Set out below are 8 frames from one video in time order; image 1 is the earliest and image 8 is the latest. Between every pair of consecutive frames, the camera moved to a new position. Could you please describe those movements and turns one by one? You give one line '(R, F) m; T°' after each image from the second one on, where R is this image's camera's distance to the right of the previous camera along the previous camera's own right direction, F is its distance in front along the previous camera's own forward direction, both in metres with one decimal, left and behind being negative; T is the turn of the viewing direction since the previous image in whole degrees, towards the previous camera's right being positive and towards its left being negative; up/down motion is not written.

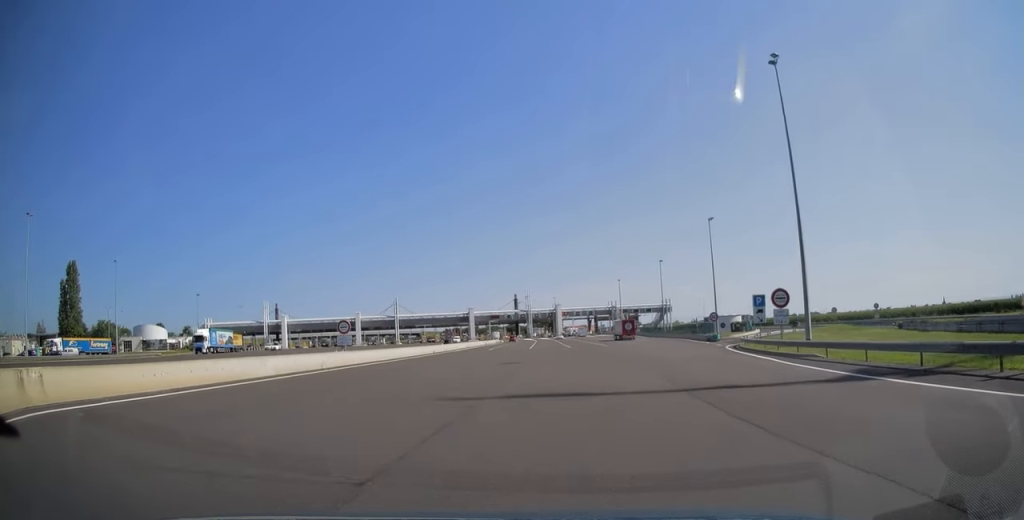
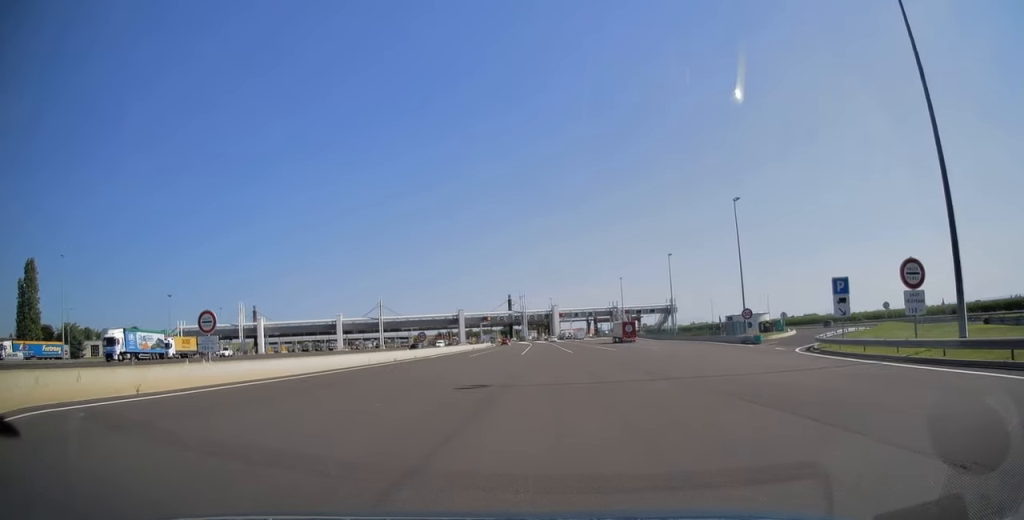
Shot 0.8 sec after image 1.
(+0.1, +15.8) m; 0°
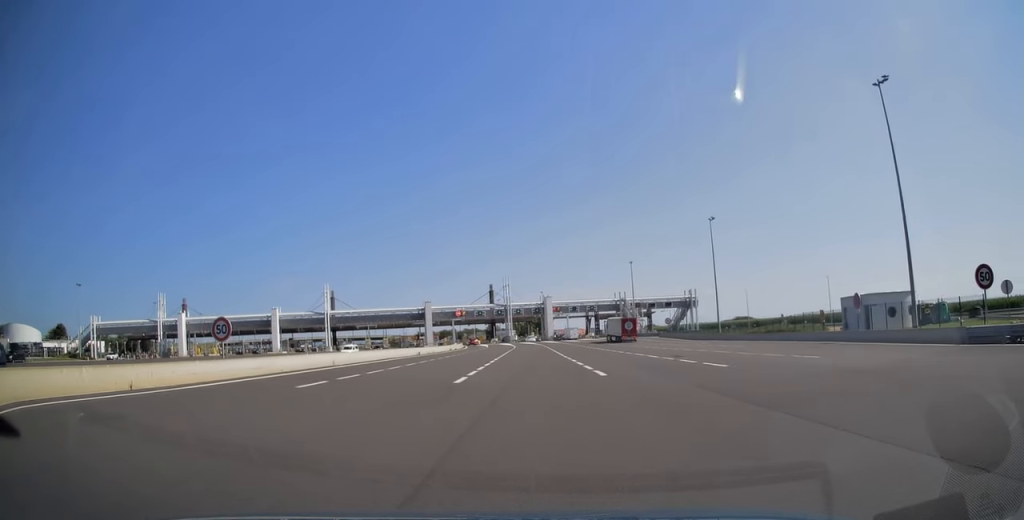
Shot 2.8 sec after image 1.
(+0.2, +41.0) m; 0°
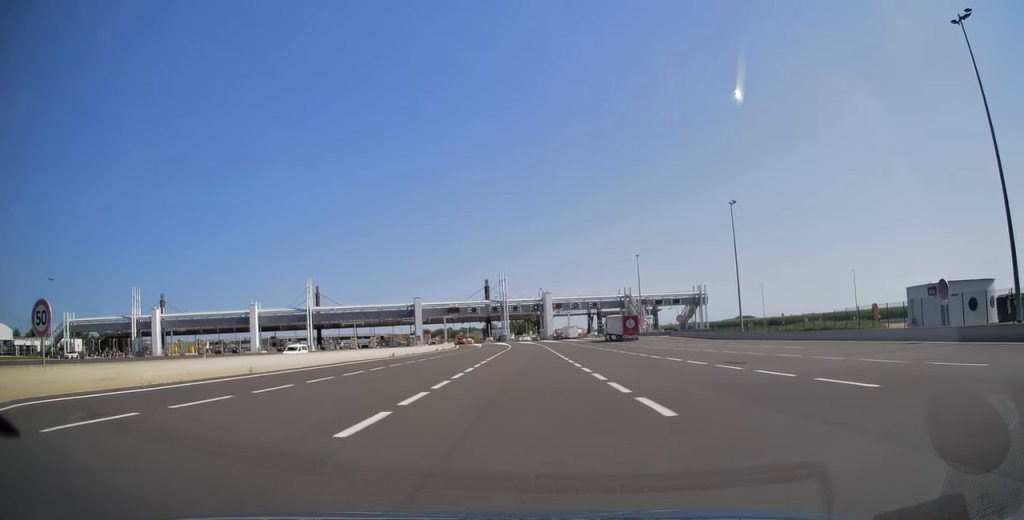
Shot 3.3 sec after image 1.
(-0.1, +11.3) m; 0°
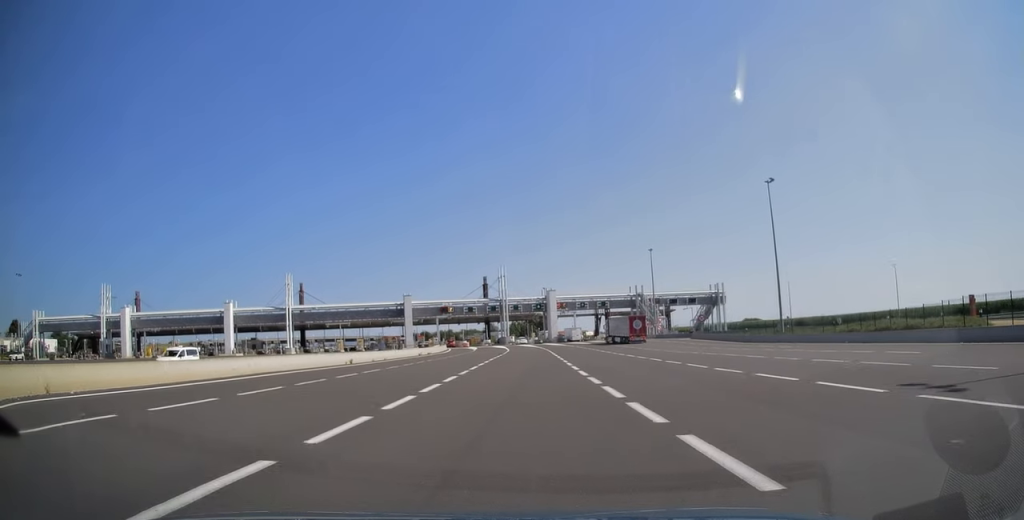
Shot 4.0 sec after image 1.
(+0.1, +13.5) m; 0°
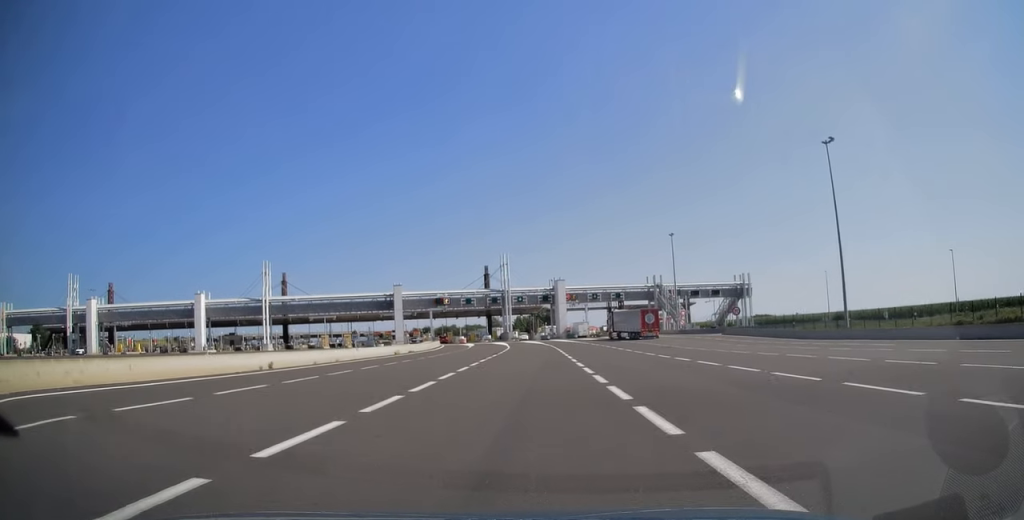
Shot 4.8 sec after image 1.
(+0.1, +14.3) m; 0°
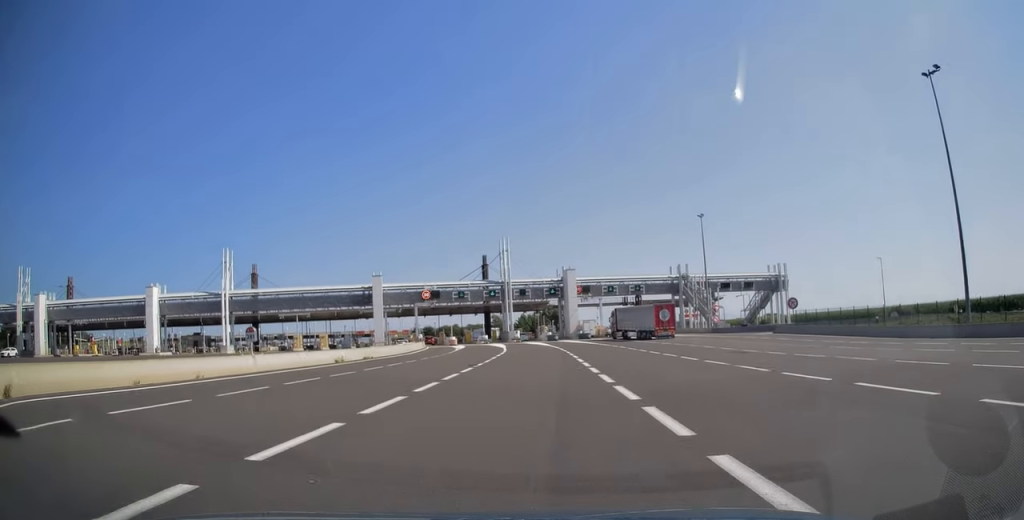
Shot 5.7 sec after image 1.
(-0.1, +18.0) m; -1°
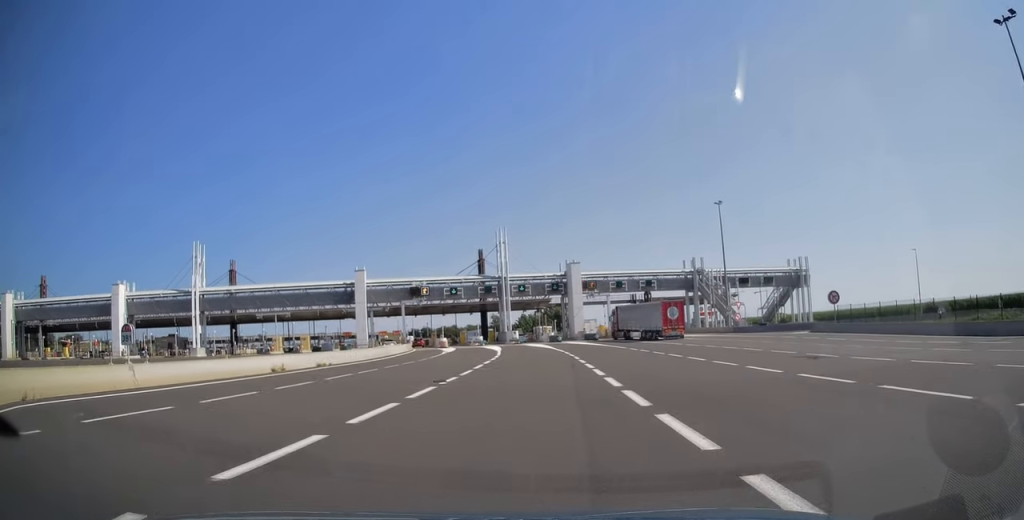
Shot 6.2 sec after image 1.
(0.0, +10.0) m; 0°
